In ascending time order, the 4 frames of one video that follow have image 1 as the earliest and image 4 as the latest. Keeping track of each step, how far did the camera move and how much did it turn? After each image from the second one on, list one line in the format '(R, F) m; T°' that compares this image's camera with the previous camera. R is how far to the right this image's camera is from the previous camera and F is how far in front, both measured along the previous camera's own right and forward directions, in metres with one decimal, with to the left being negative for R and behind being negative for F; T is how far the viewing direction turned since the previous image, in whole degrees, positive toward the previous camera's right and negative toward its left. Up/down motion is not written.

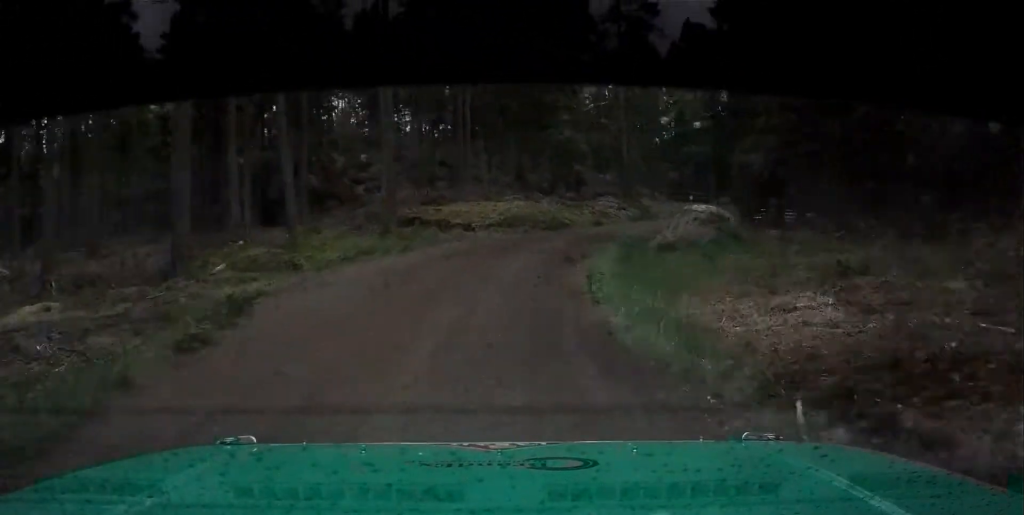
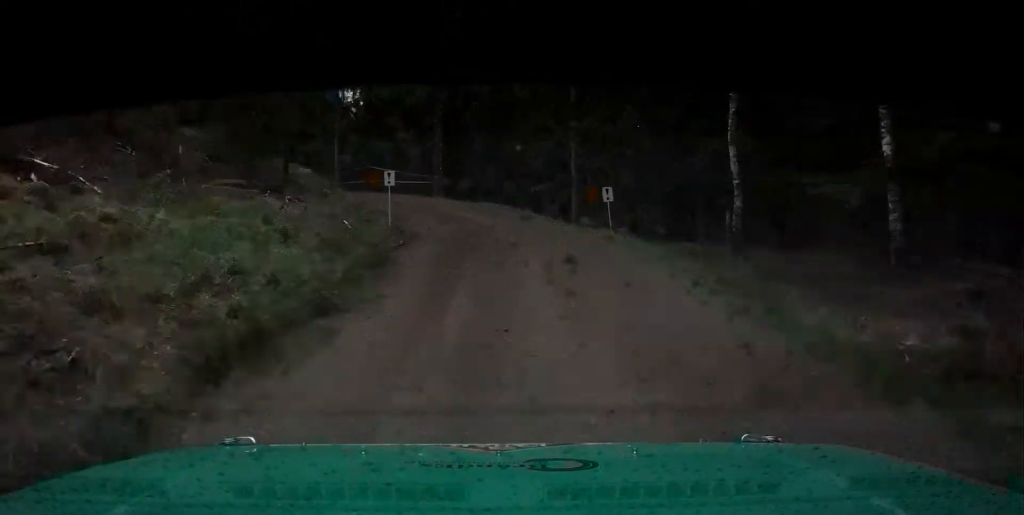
(+10.7, +53.3) m; +21°
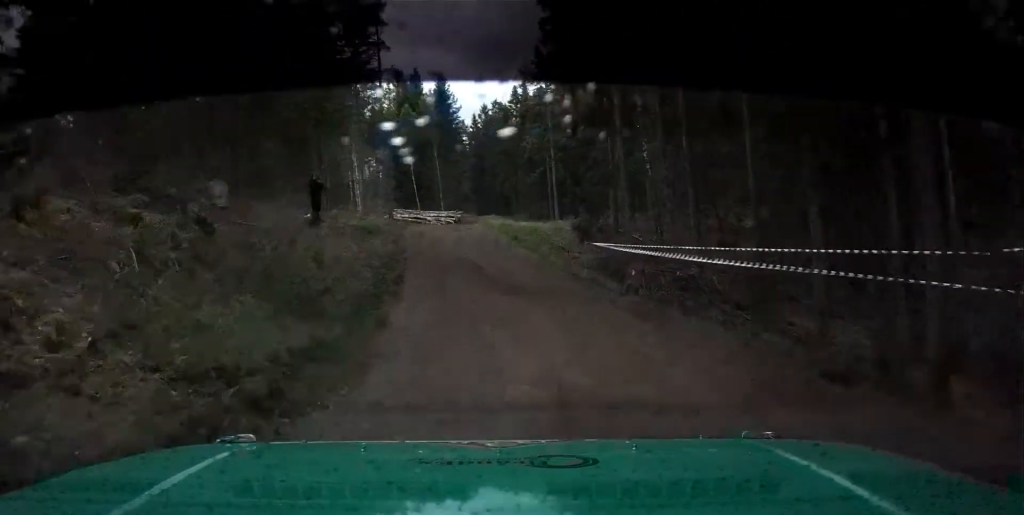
(-6.2, +49.6) m; -31°
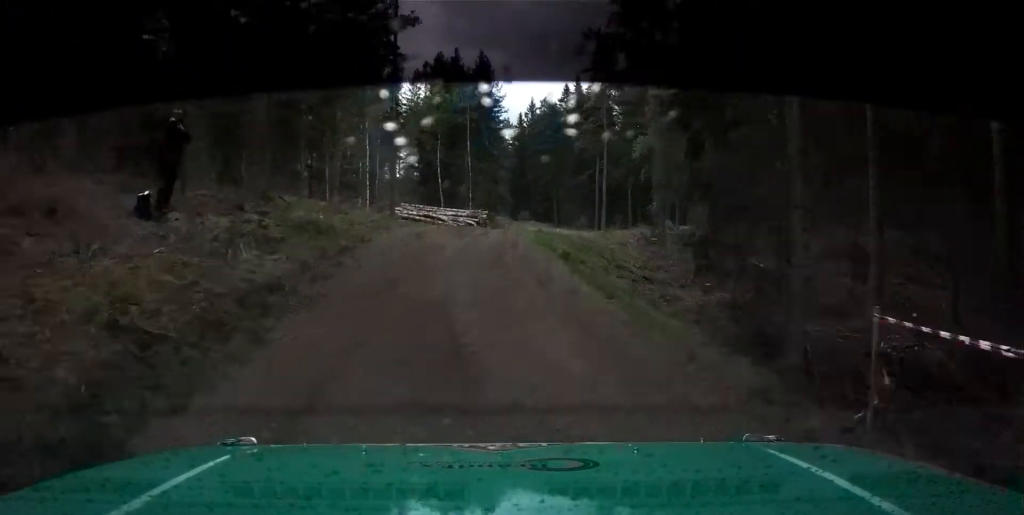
(-3.3, +14.1) m; -17°
